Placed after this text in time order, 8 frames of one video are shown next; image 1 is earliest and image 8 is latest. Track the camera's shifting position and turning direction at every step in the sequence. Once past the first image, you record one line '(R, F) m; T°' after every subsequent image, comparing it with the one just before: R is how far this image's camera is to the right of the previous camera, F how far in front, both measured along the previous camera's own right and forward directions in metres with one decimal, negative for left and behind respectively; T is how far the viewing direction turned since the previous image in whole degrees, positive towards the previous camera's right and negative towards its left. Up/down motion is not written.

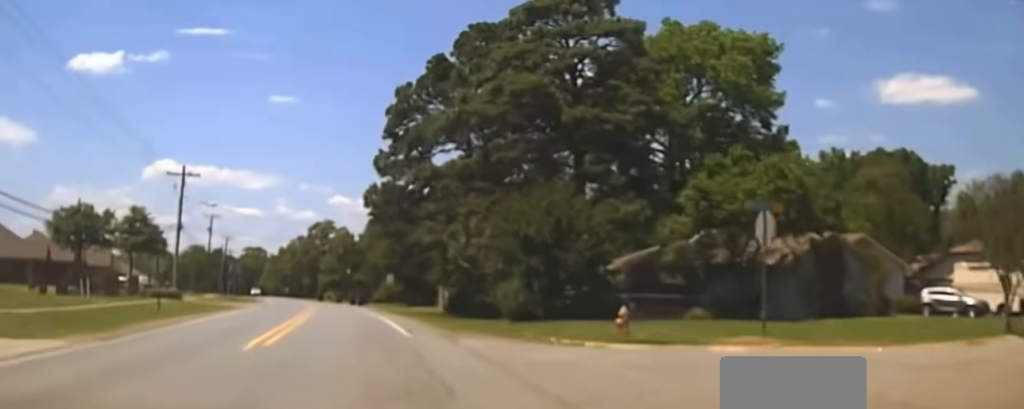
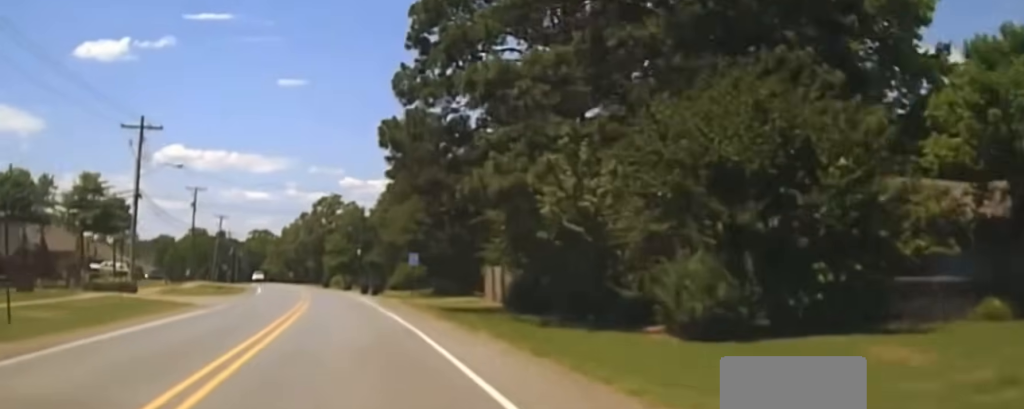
(+0.1, +19.9) m; -1°
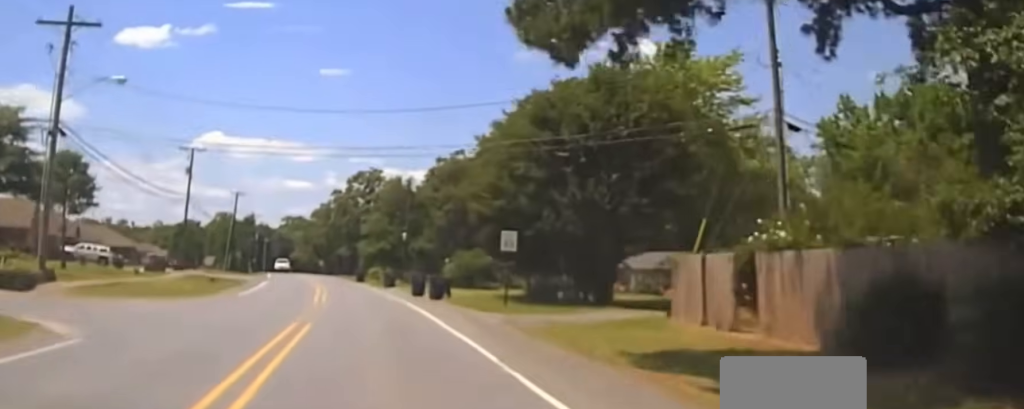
(-0.6, +26.3) m; -3°
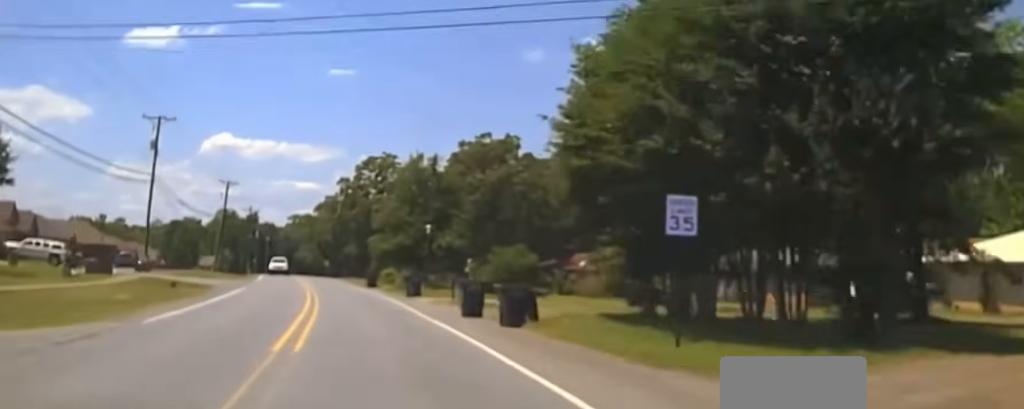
(-0.4, +18.8) m; -1°
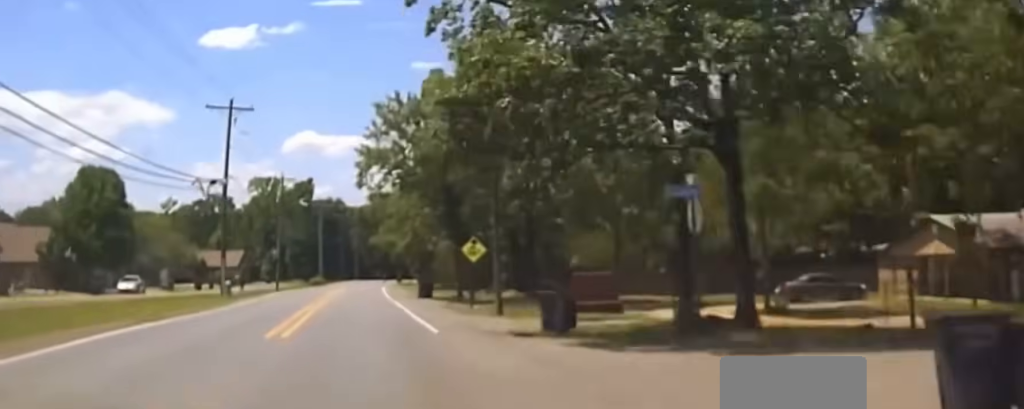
(-4.4, +109.3) m; -4°
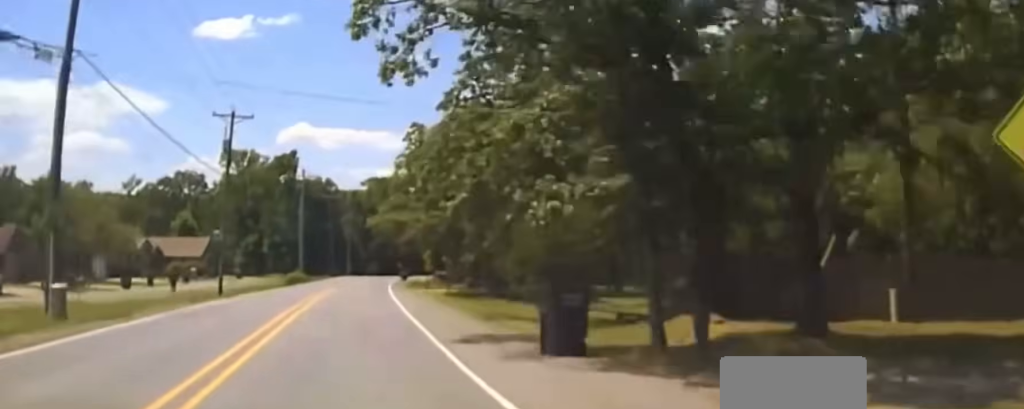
(-0.3, +34.3) m; 0°
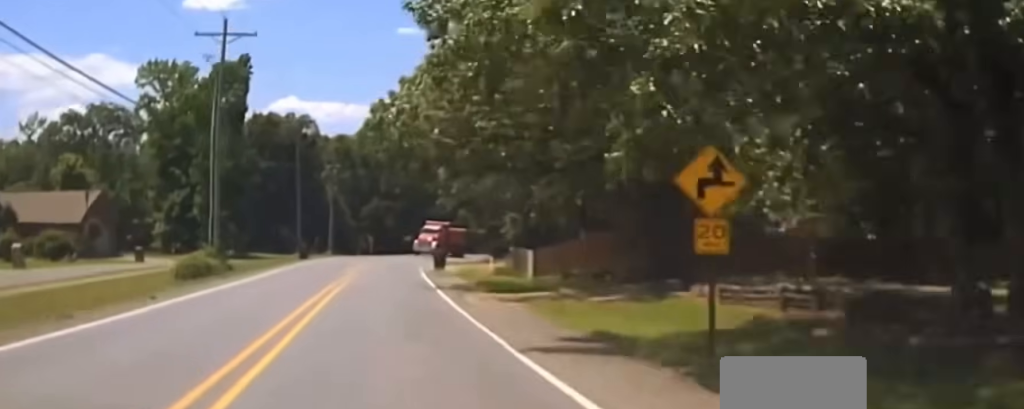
(+0.9, +53.2) m; +2°
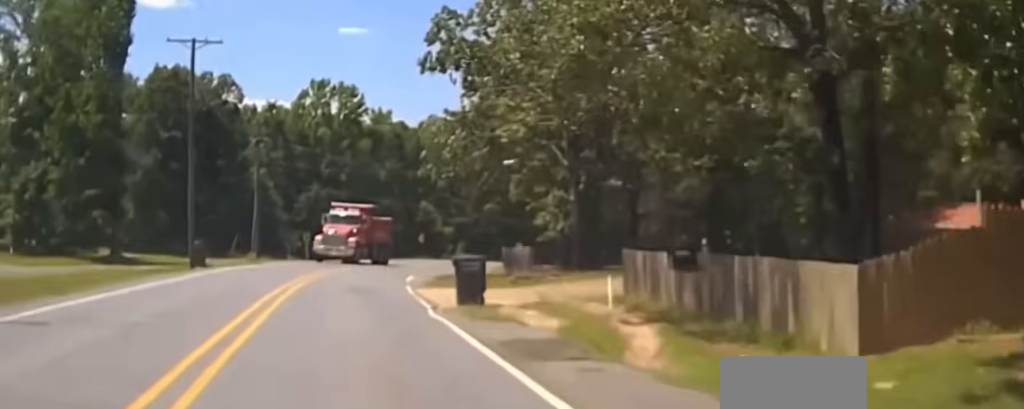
(+0.6, +31.2) m; +3°
